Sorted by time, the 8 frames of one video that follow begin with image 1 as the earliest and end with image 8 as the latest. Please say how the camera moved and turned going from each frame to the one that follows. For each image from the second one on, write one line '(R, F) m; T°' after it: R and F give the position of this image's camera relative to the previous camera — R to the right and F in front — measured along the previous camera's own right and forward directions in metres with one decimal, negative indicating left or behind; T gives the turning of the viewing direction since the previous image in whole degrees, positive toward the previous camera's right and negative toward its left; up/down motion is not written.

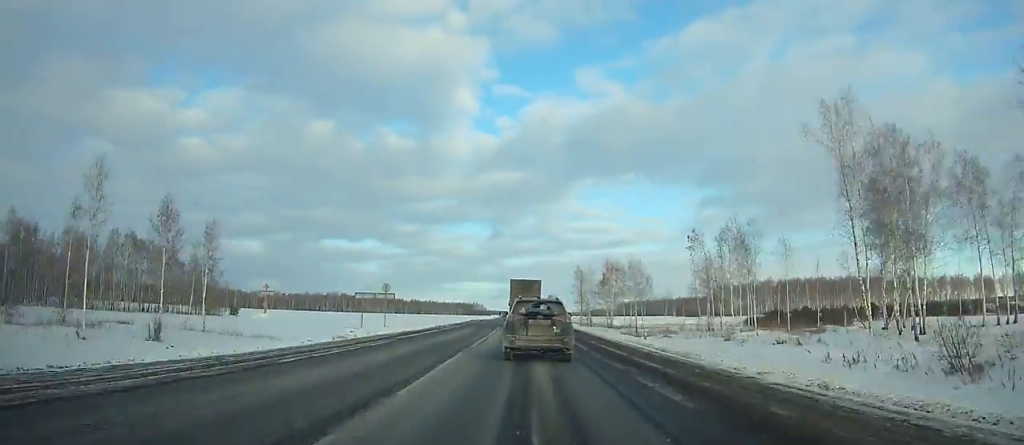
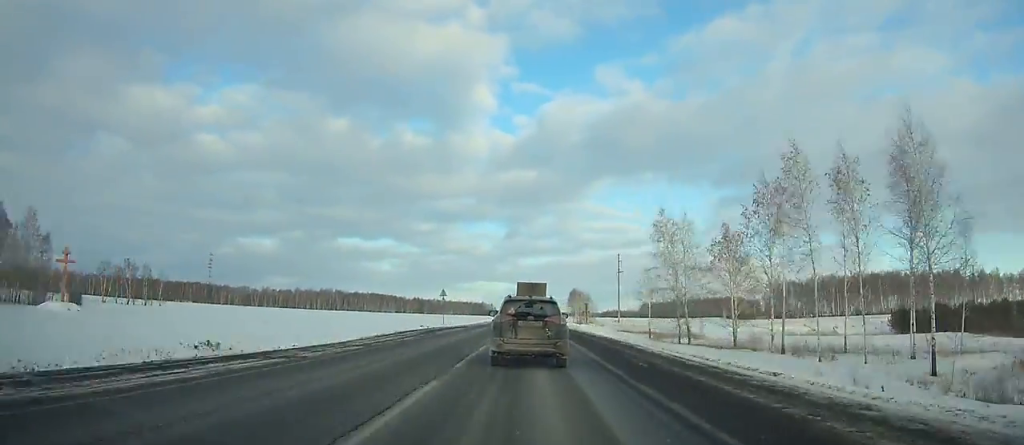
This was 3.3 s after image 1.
(-3.3, +67.1) m; -4°
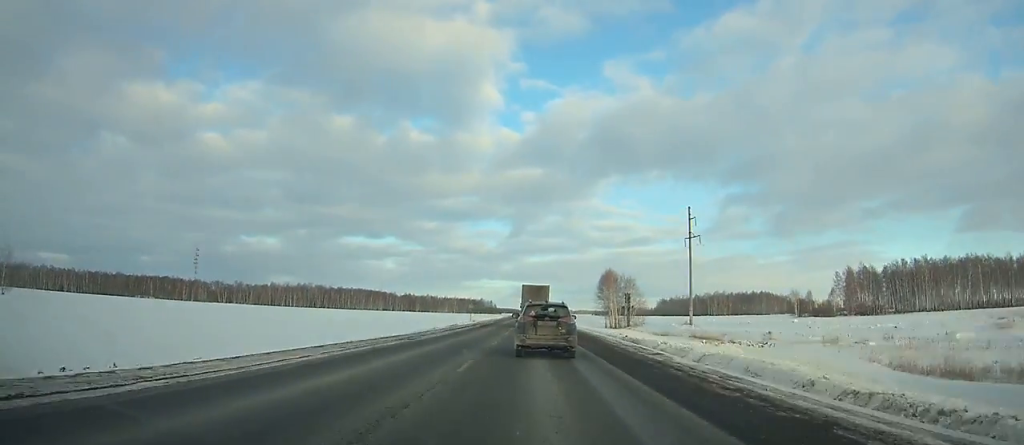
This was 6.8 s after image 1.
(-0.7, +74.0) m; 0°
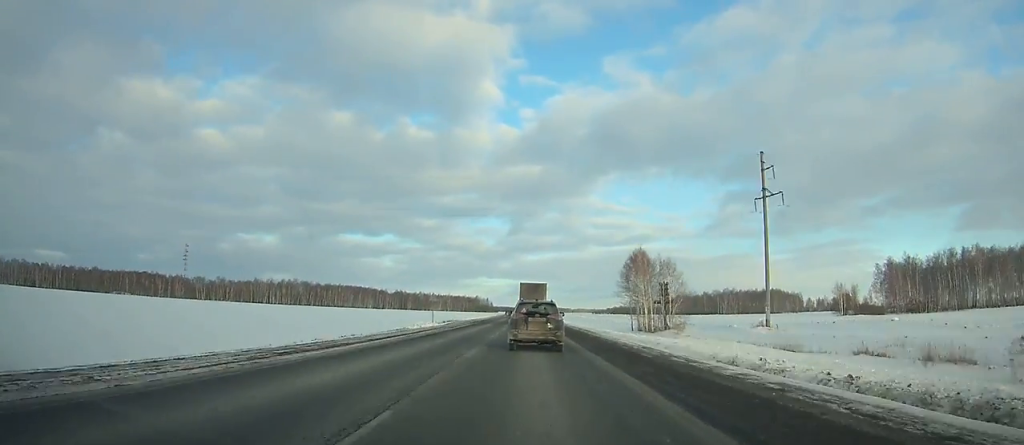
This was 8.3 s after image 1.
(+0.1, +33.4) m; 0°
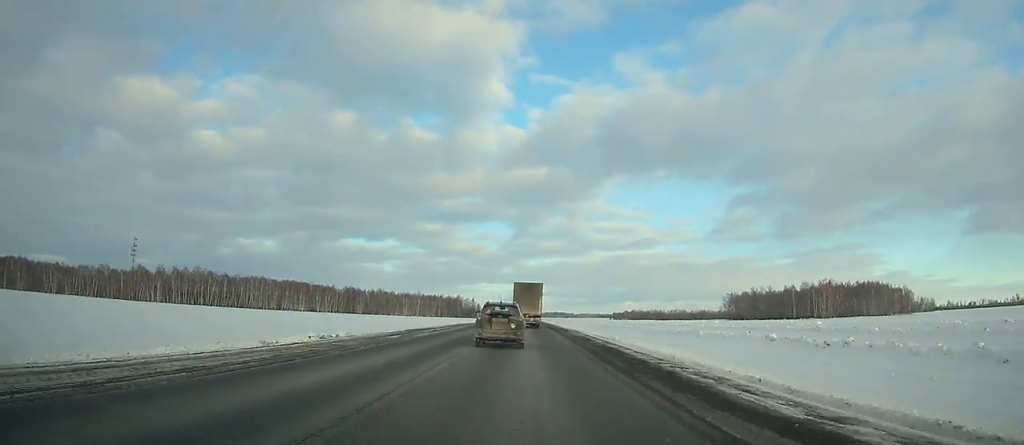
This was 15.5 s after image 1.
(+0.9, +170.9) m; 0°
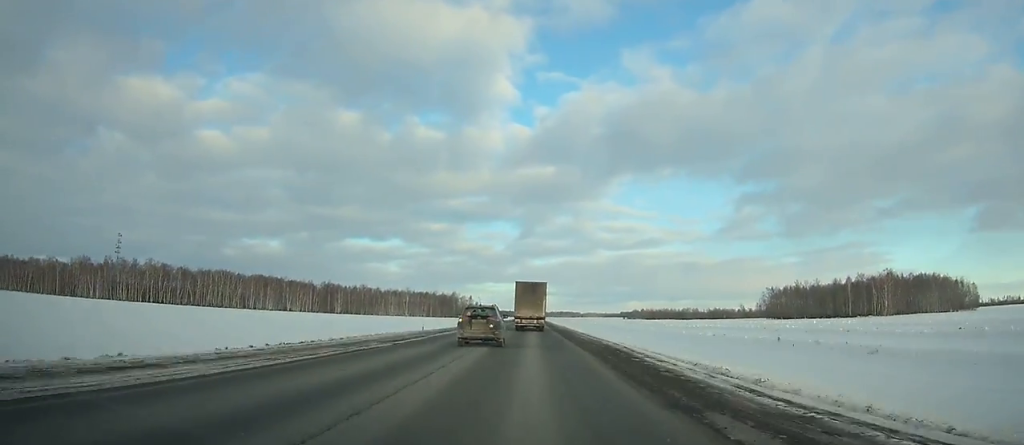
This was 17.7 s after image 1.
(-0.1, +57.4) m; 0°
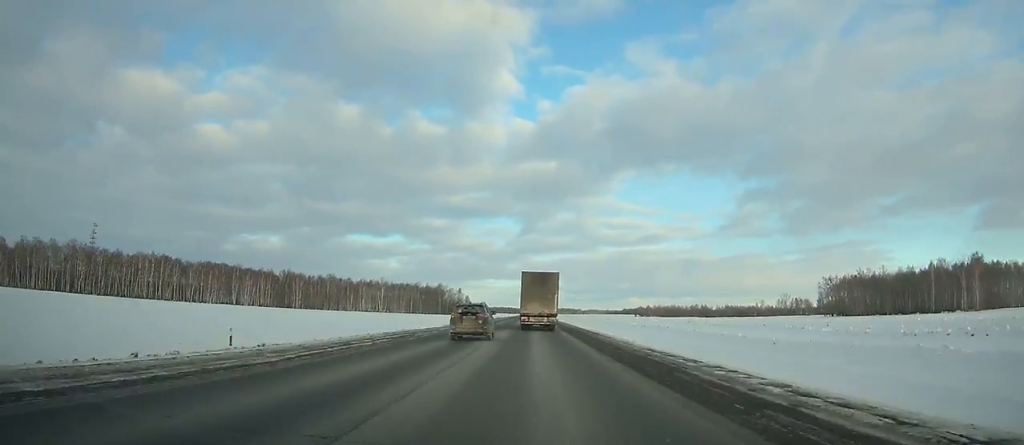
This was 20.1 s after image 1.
(-0.1, +64.8) m; 0°
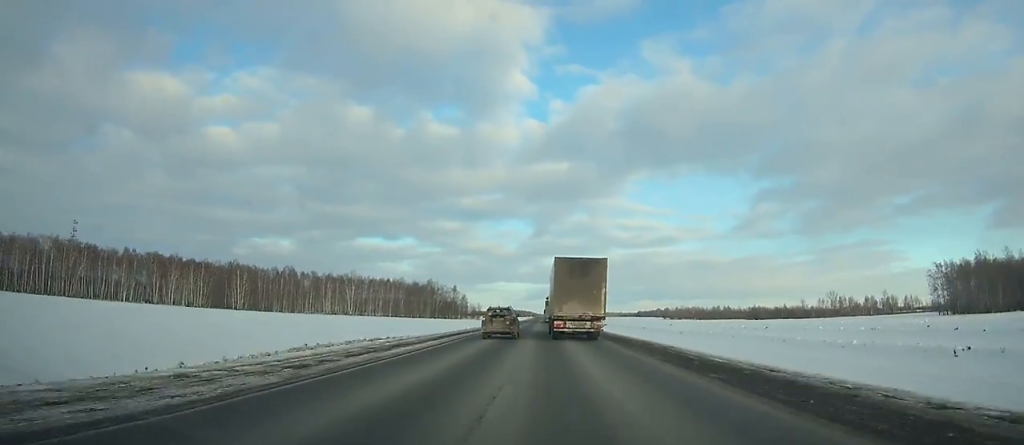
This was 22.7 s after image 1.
(-0.2, +72.9) m; 0°
